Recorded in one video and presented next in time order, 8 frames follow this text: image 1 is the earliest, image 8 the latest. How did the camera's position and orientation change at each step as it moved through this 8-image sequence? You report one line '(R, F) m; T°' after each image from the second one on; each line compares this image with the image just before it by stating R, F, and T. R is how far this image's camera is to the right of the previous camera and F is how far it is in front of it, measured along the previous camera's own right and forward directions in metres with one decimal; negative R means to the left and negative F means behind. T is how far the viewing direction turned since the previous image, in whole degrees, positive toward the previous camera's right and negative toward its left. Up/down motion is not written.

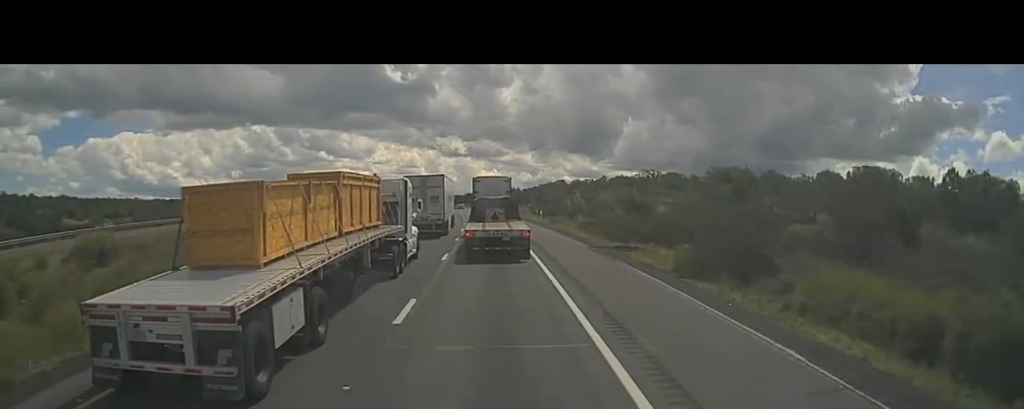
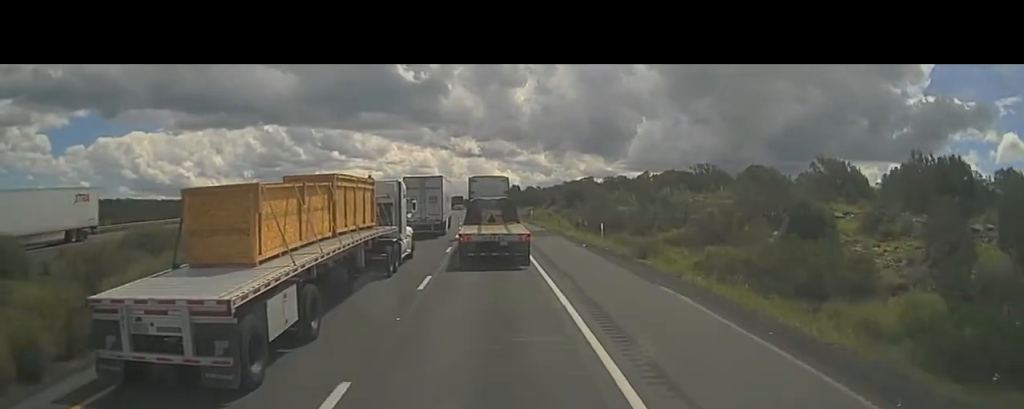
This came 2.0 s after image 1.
(-0.5, +32.1) m; -2°
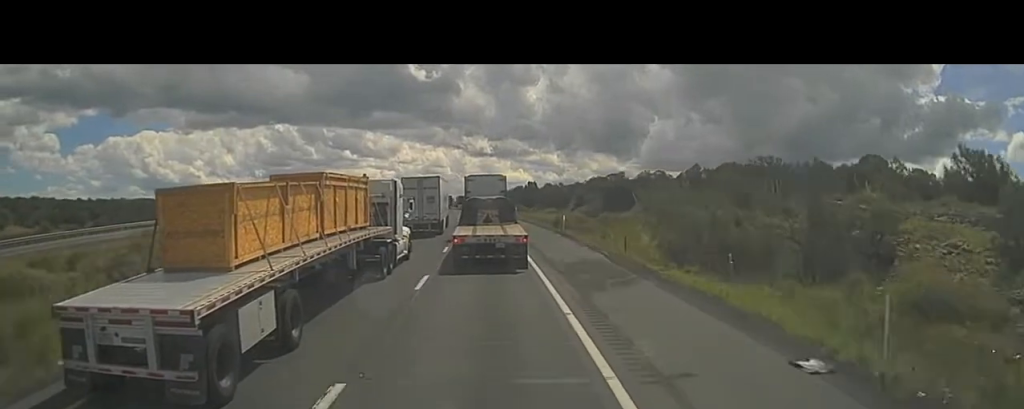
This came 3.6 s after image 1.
(-0.1, +24.9) m; -2°
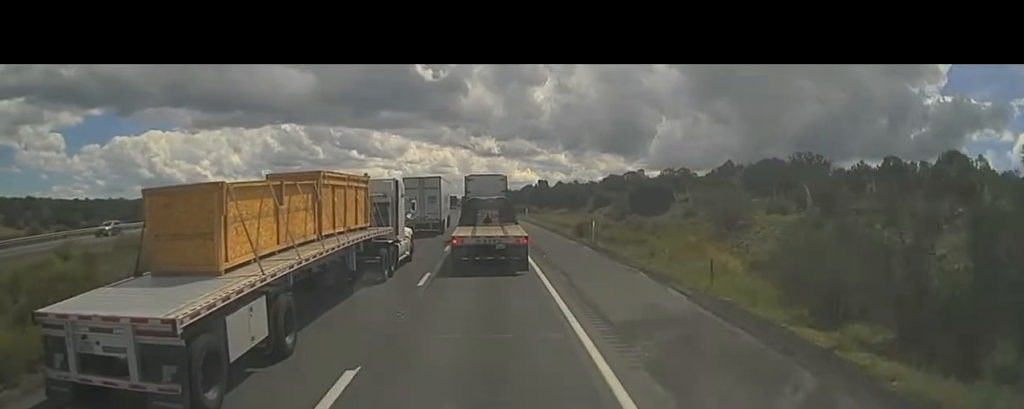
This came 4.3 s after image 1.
(-0.4, +11.4) m; -1°
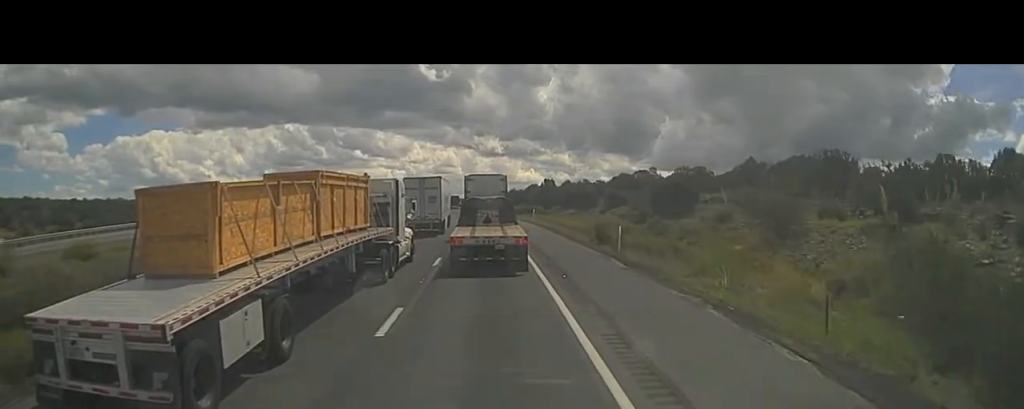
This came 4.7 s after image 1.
(0.0, +6.8) m; 0°
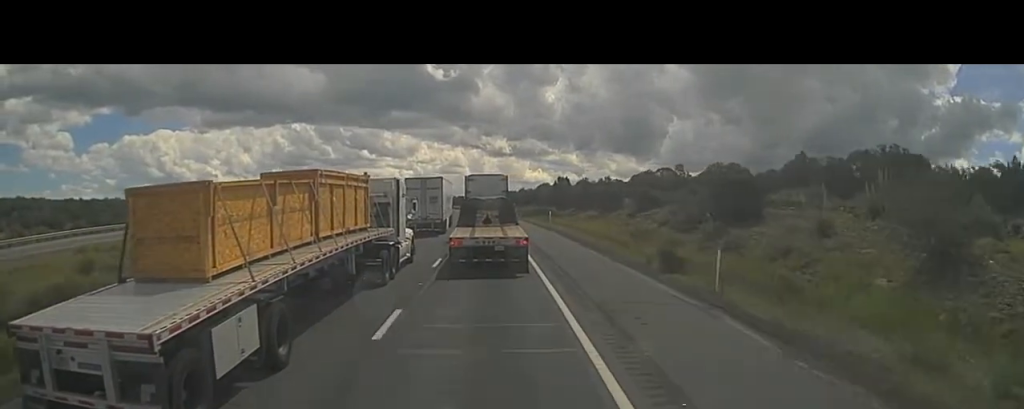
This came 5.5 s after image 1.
(-0.1, +12.6) m; +2°
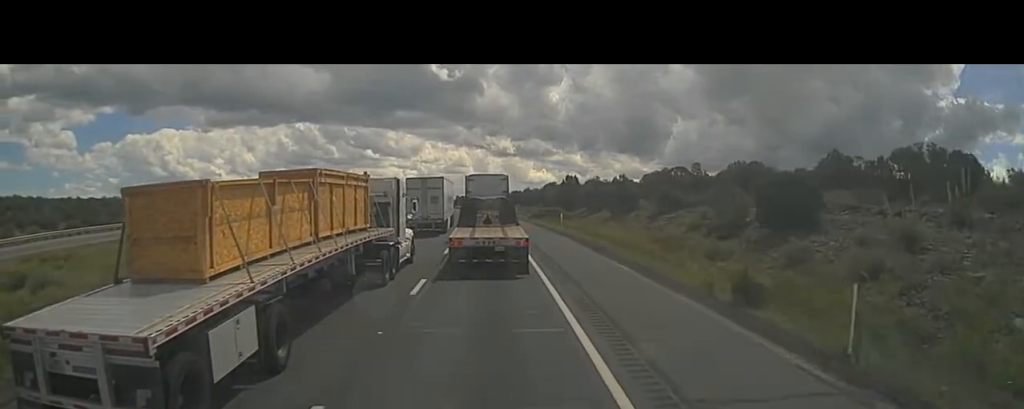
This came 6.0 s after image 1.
(+0.2, +6.8) m; 0°
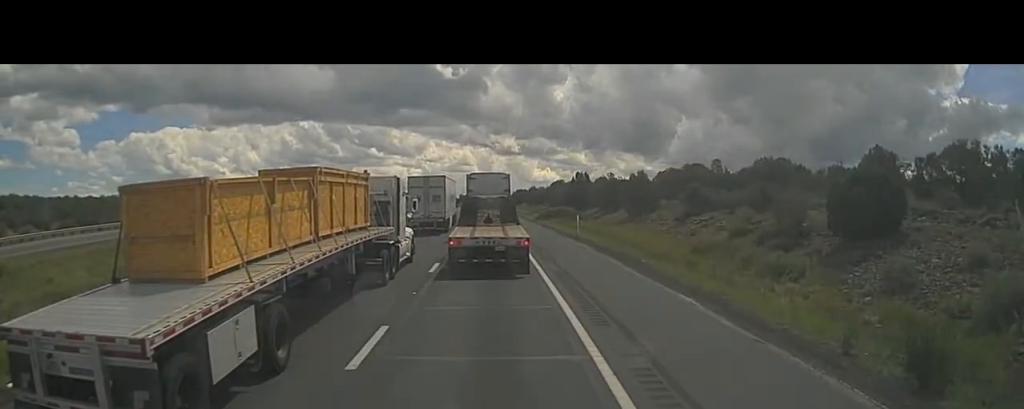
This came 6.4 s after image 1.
(+0.3, +7.3) m; 0°
